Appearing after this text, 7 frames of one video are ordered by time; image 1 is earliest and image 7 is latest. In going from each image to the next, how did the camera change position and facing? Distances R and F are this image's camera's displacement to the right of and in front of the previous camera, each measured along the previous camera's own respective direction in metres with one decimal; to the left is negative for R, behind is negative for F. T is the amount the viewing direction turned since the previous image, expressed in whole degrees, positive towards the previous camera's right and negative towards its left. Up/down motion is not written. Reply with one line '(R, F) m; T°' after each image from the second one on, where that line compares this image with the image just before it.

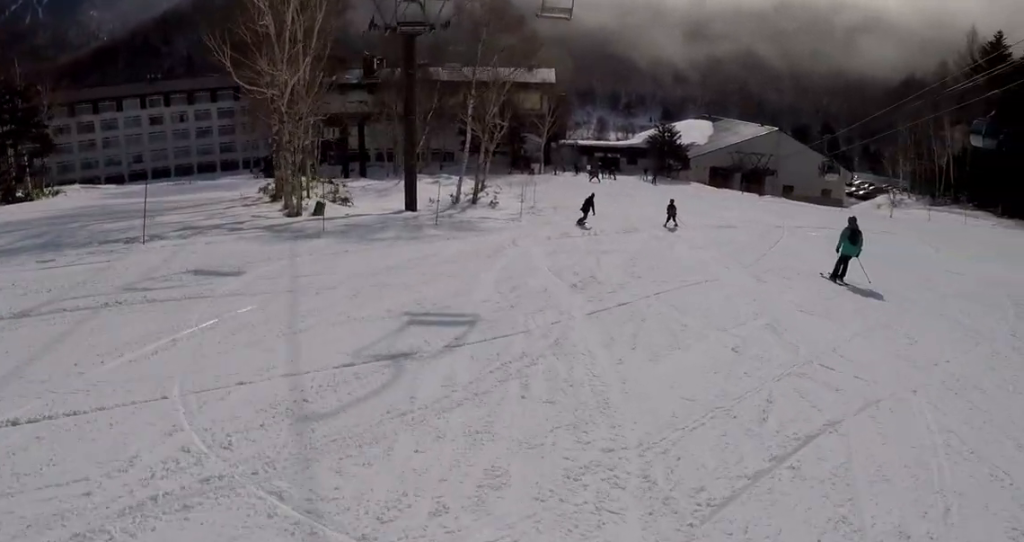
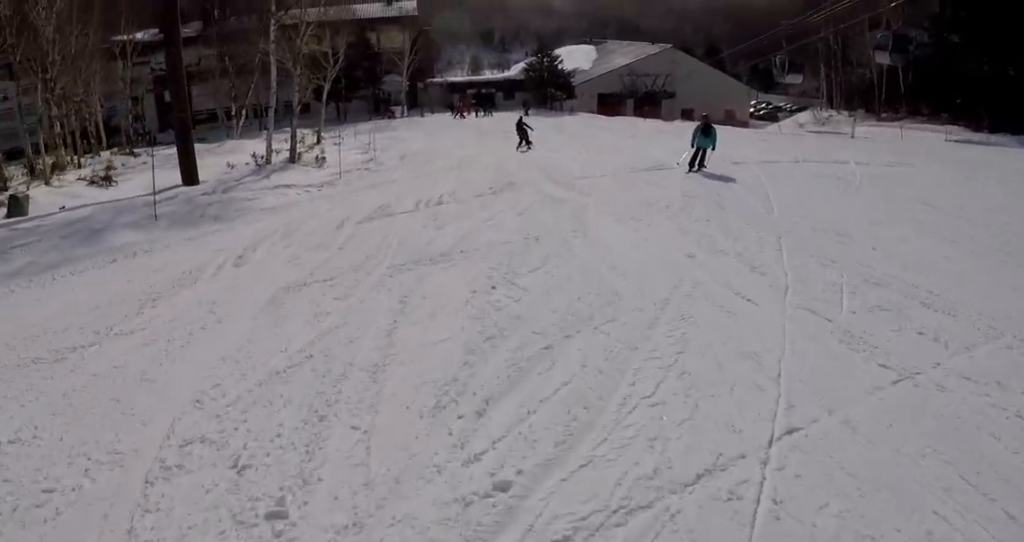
(+1.1, +10.9) m; +11°
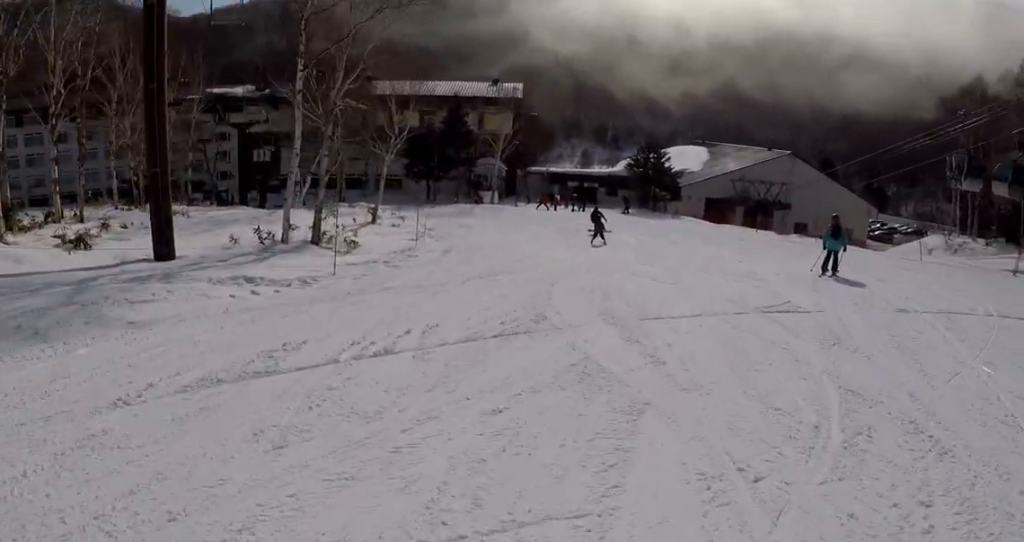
(+0.7, +6.8) m; +1°
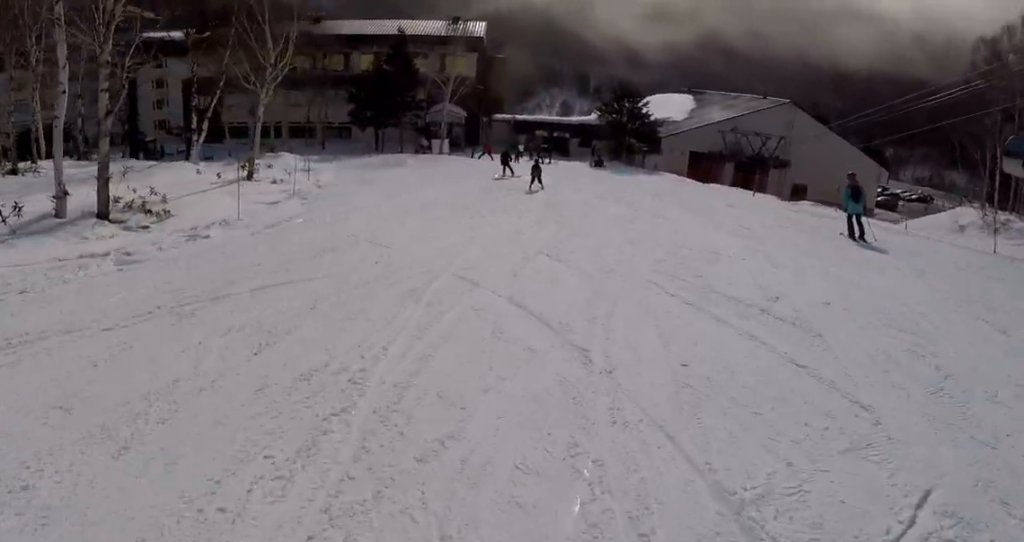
(-0.9, +8.9) m; -11°
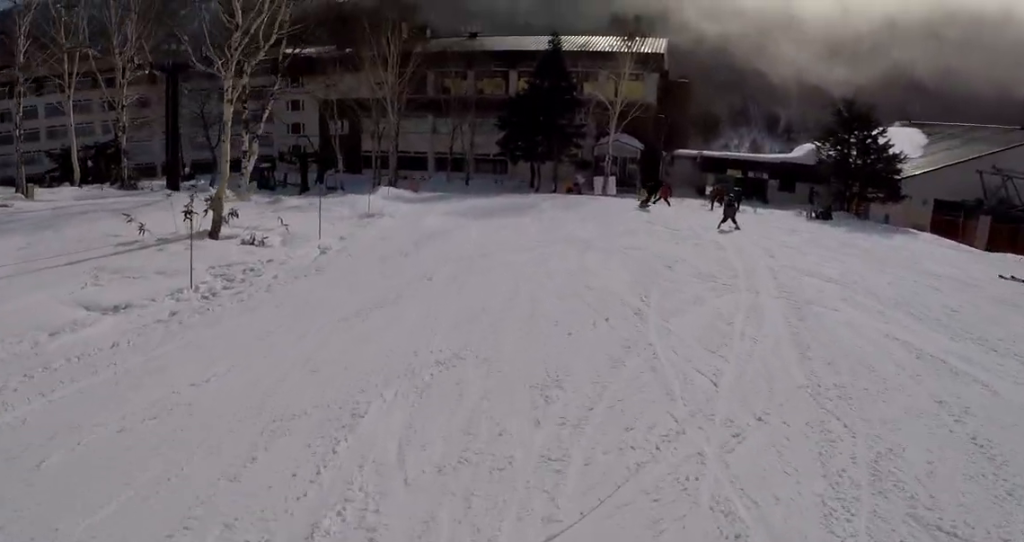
(-2.2, +13.5) m; -11°
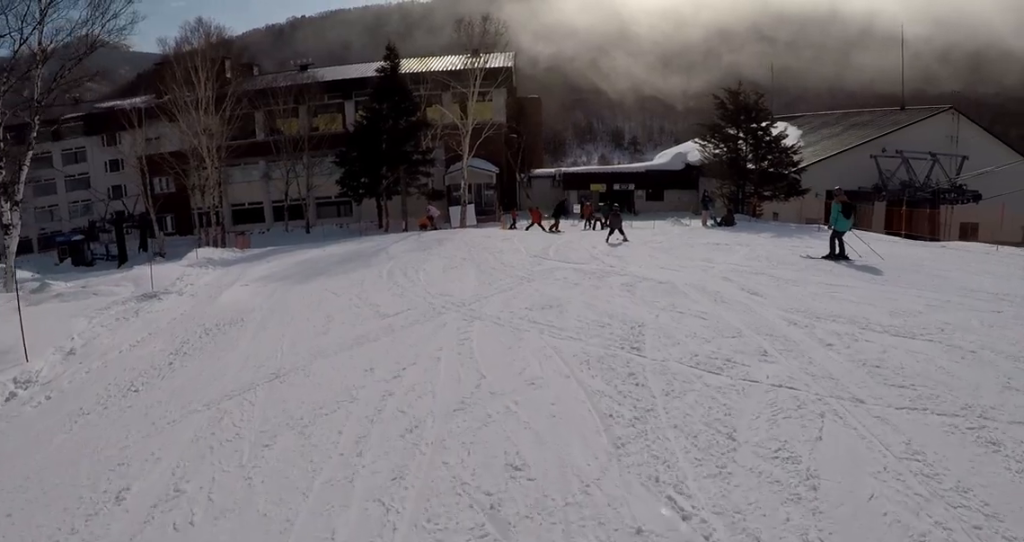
(0.0, +5.7) m; +5°
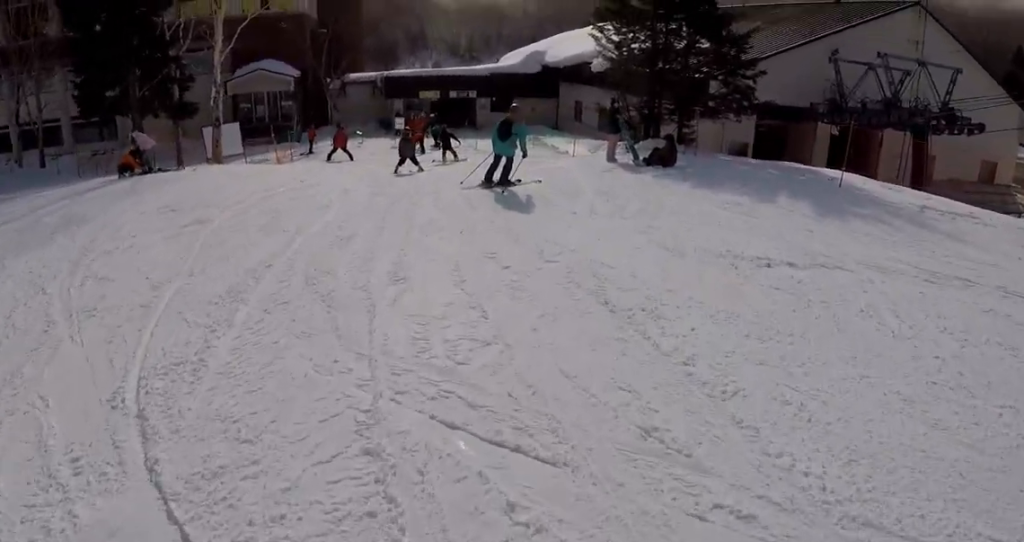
(+1.9, +12.0) m; +6°
